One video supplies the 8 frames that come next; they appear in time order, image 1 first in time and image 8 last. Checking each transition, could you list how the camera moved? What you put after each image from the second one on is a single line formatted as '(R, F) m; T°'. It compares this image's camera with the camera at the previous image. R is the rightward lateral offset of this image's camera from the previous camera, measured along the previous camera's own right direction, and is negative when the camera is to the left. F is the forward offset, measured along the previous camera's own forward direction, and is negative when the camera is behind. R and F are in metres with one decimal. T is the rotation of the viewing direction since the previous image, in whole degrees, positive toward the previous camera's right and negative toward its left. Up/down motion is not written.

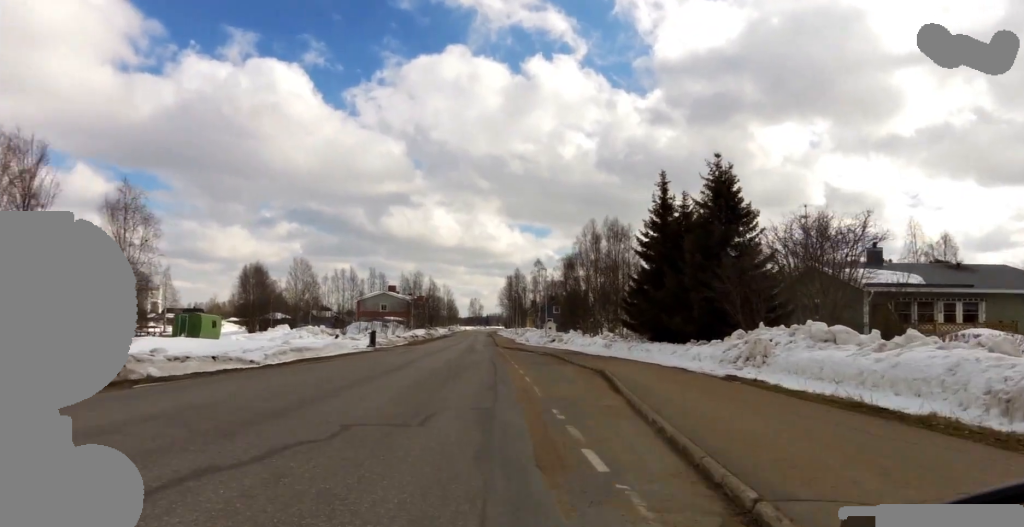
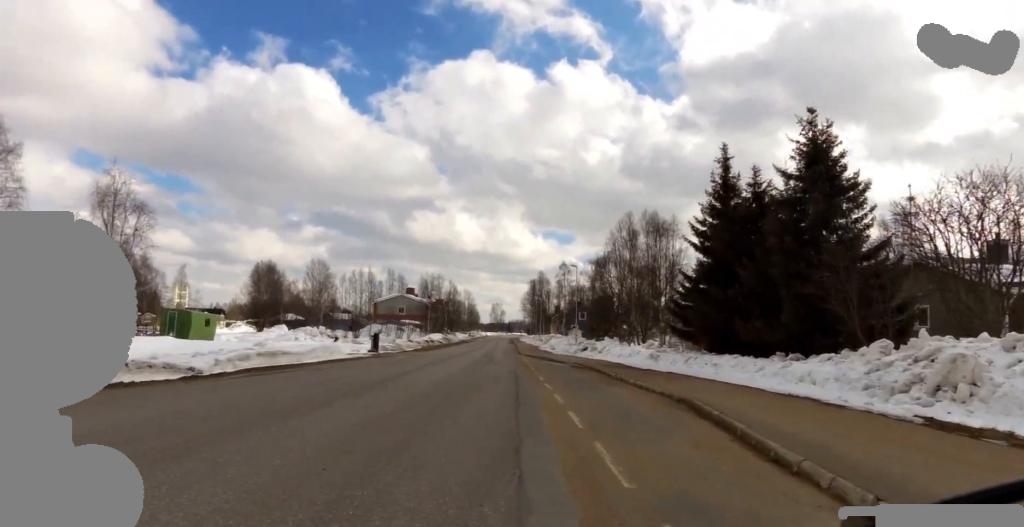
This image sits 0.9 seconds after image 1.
(-1.1, +7.5) m; -8°
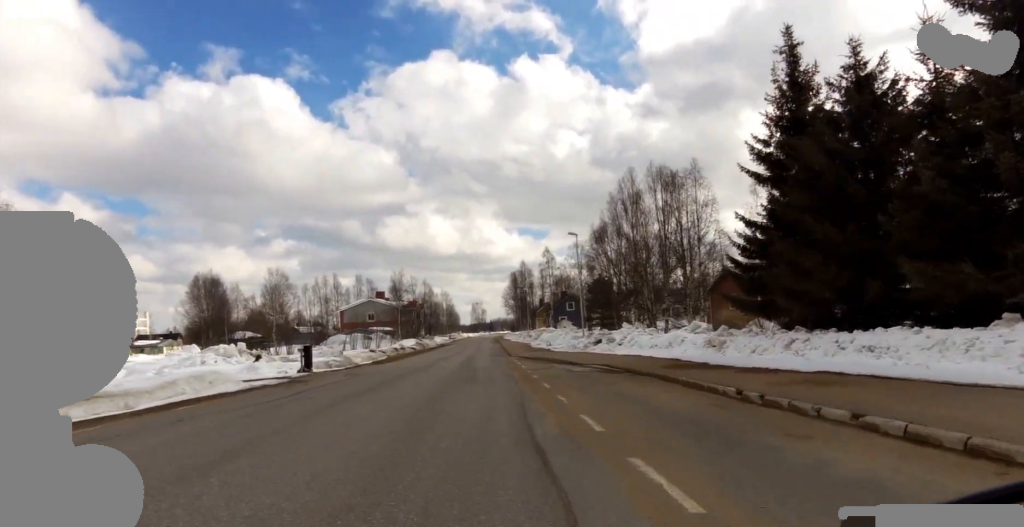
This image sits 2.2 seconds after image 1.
(-0.5, +12.0) m; -2°
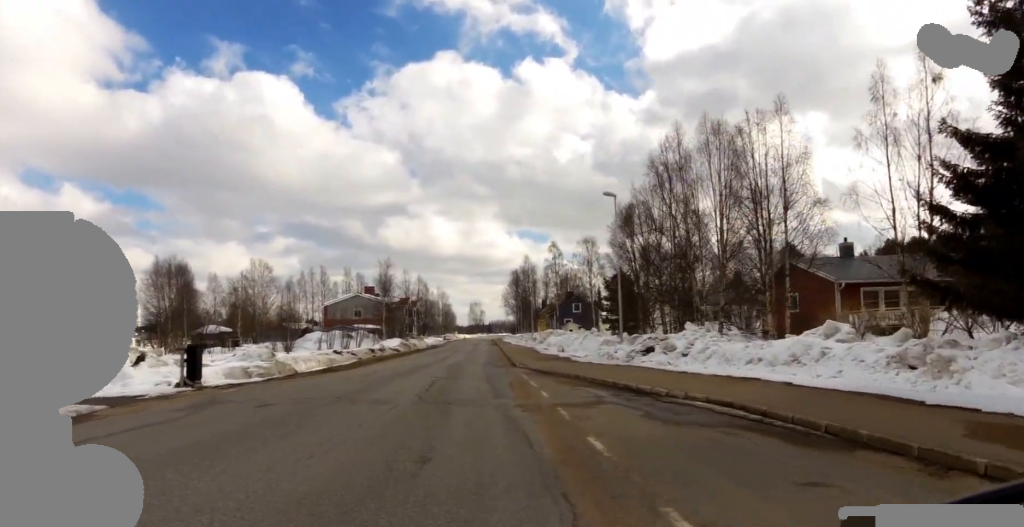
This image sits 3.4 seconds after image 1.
(+0.8, +10.8) m; +10°
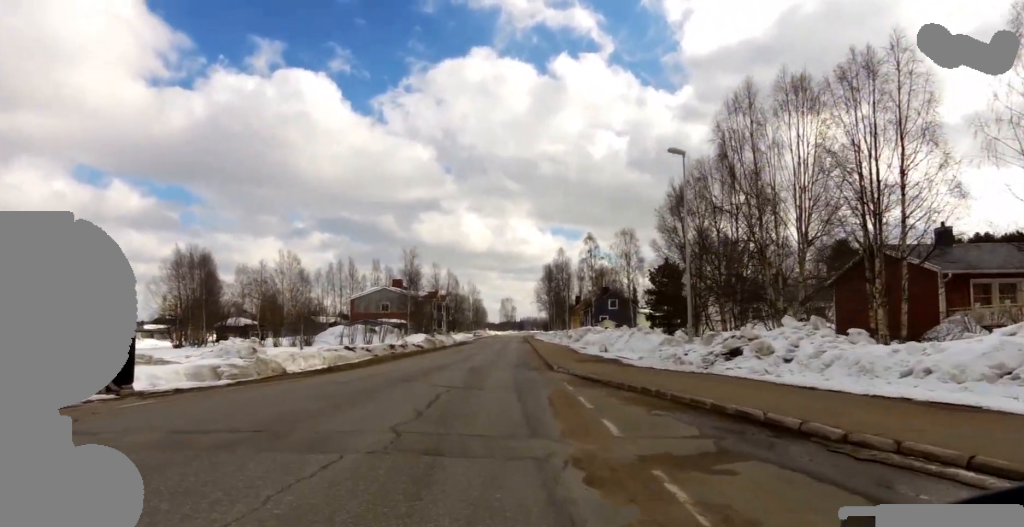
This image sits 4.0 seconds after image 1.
(+0.9, +5.2) m; +1°
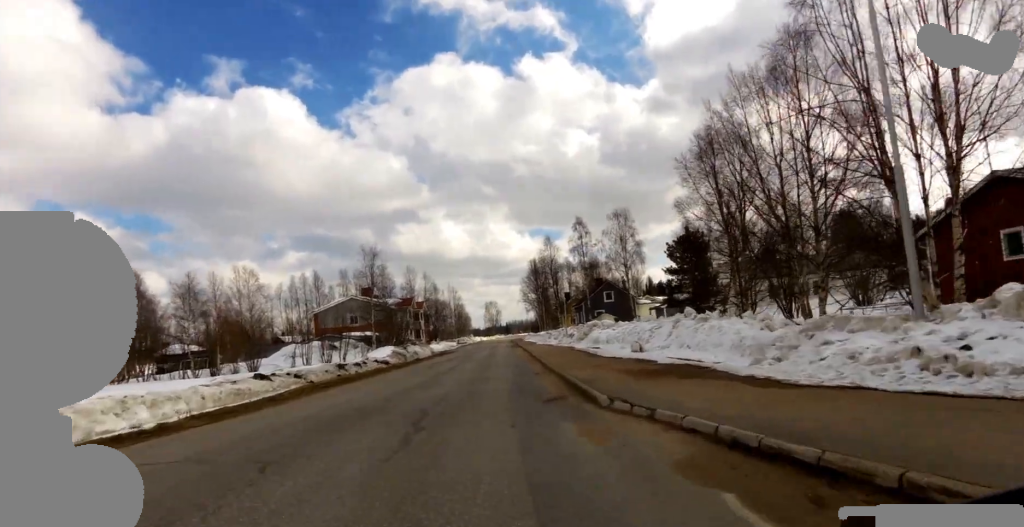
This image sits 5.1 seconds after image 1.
(-1.0, +10.9) m; -3°
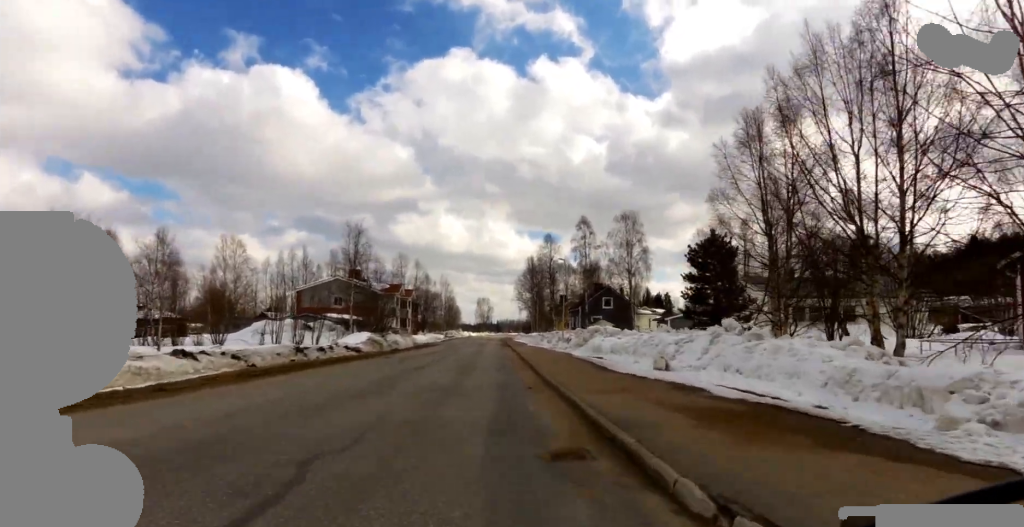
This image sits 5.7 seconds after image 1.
(+0.3, +5.3) m; +3°
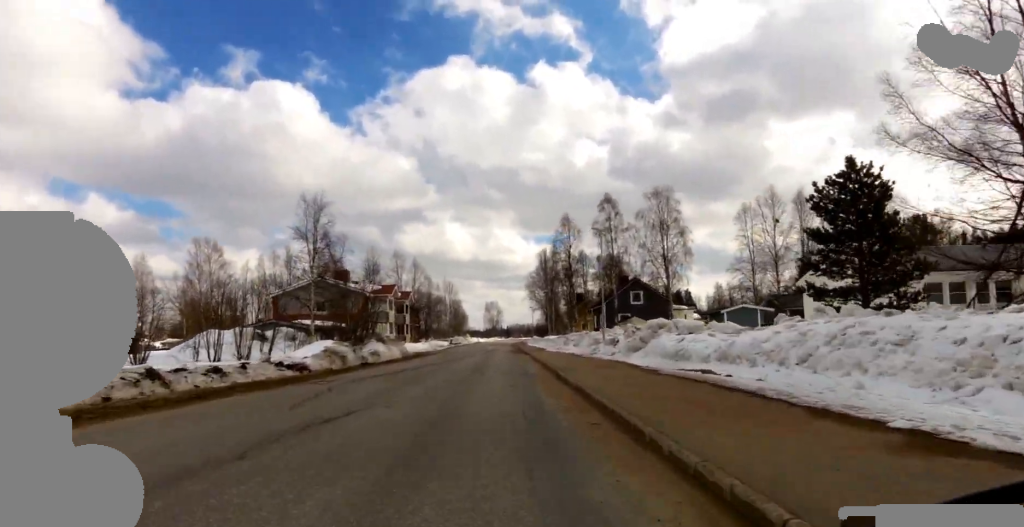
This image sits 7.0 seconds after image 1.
(+0.7, +13.4) m; -3°
